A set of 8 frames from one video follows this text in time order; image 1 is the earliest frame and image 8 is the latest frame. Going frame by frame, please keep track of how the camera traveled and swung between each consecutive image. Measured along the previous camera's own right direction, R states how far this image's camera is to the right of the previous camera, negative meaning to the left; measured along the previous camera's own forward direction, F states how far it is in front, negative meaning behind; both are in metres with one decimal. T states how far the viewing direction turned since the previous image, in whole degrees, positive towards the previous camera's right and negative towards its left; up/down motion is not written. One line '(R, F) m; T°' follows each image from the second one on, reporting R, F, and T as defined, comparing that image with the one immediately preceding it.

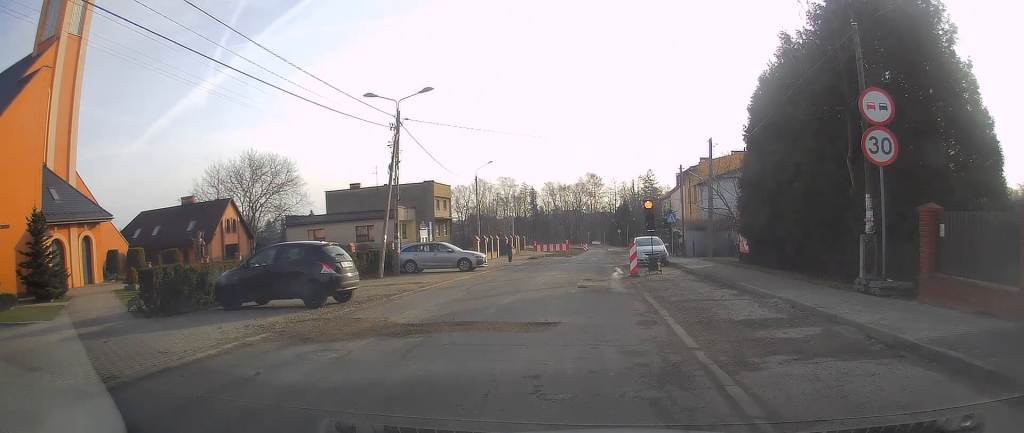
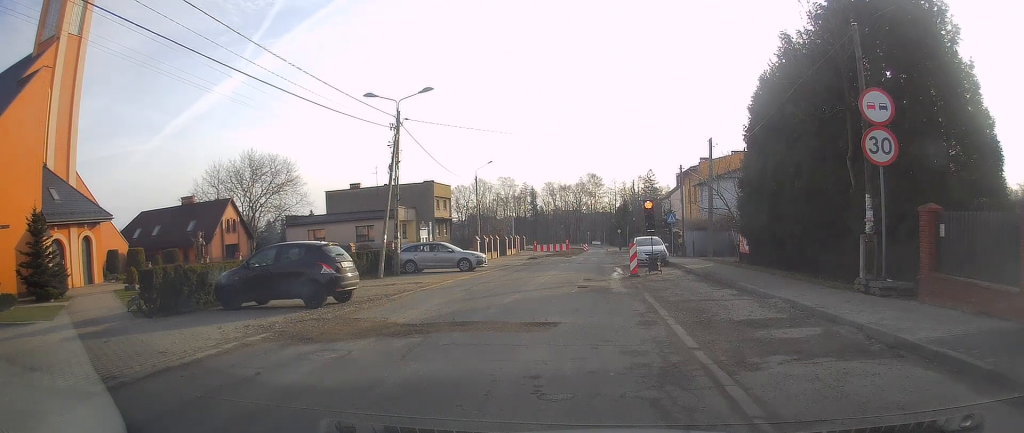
(0.0, 0.0) m; 0°
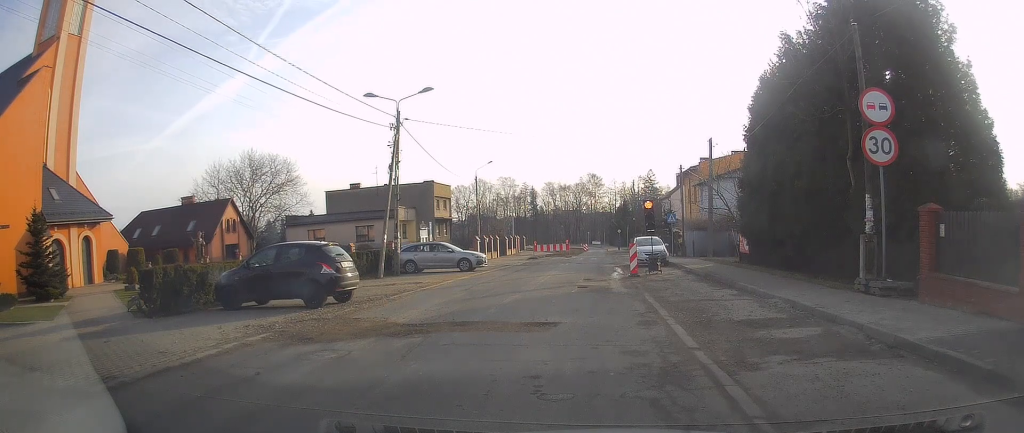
(0.0, 0.0) m; 0°
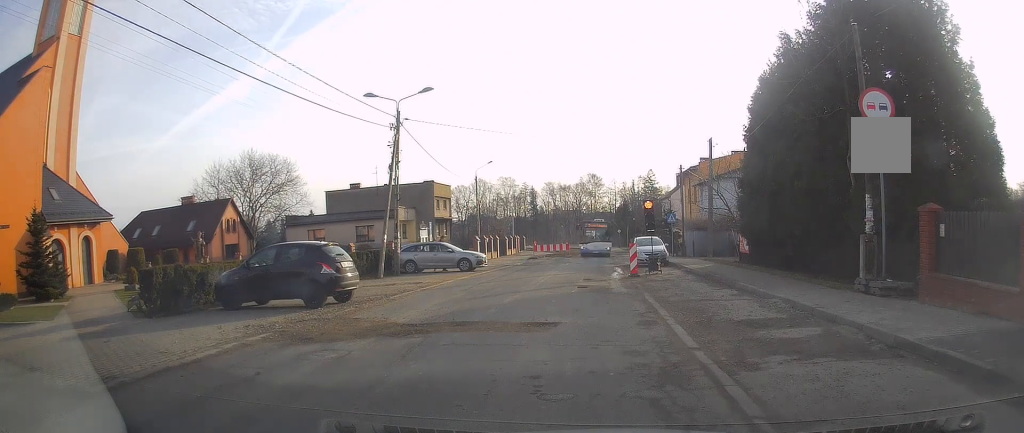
(0.0, 0.0) m; 0°
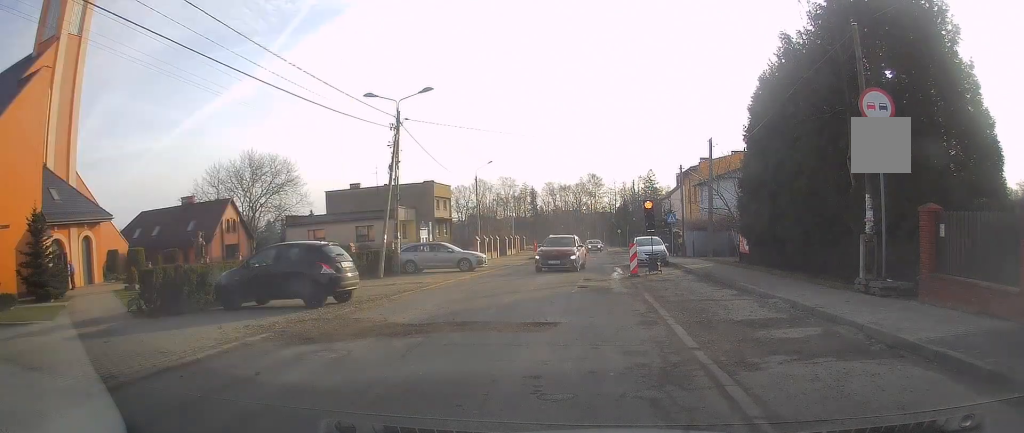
(0.0, 0.0) m; 0°
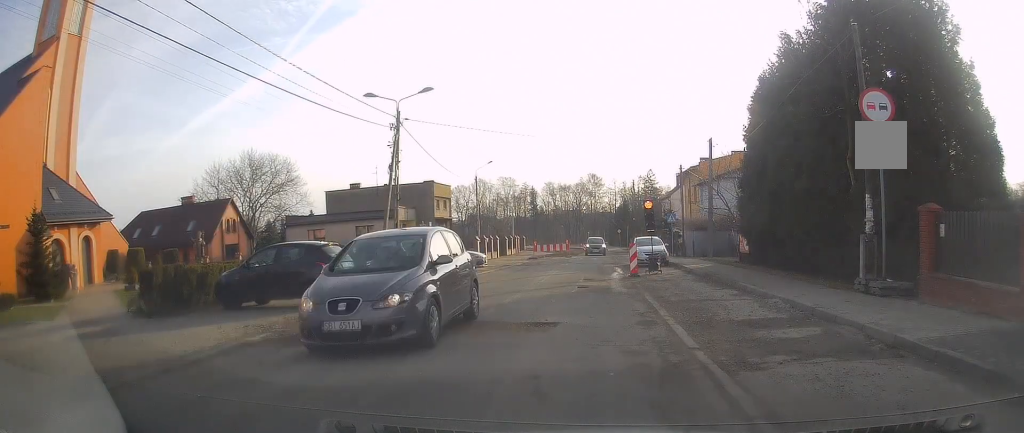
(0.0, 0.0) m; 0°
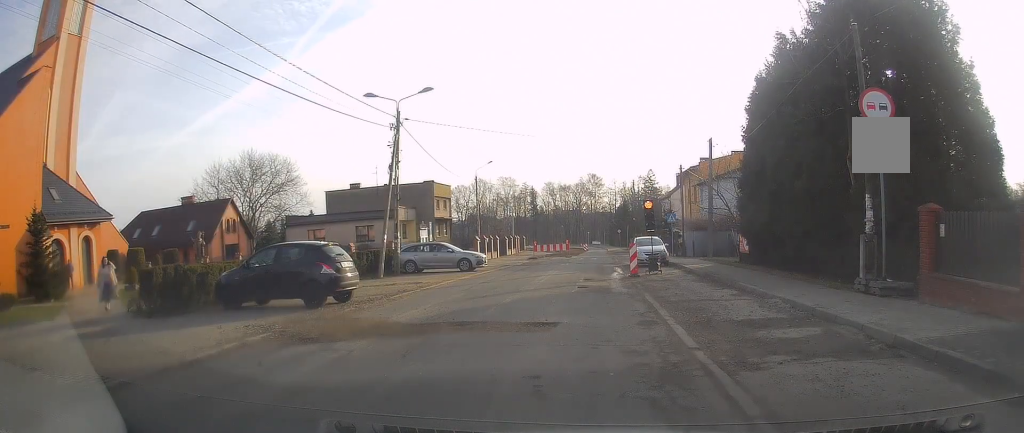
(0.0, 0.0) m; 0°
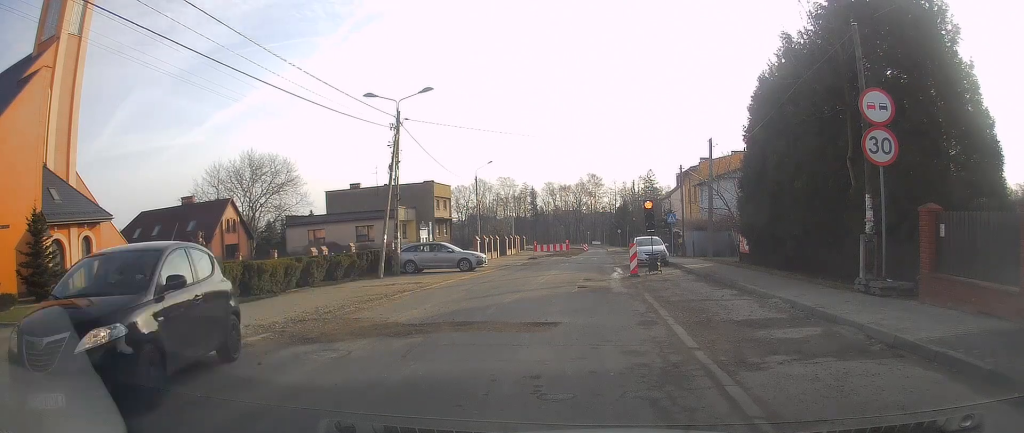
(0.0, 0.0) m; 0°
